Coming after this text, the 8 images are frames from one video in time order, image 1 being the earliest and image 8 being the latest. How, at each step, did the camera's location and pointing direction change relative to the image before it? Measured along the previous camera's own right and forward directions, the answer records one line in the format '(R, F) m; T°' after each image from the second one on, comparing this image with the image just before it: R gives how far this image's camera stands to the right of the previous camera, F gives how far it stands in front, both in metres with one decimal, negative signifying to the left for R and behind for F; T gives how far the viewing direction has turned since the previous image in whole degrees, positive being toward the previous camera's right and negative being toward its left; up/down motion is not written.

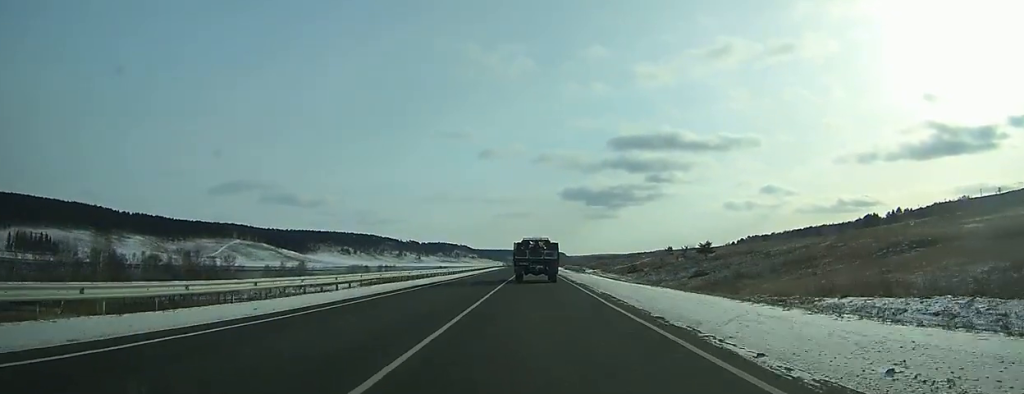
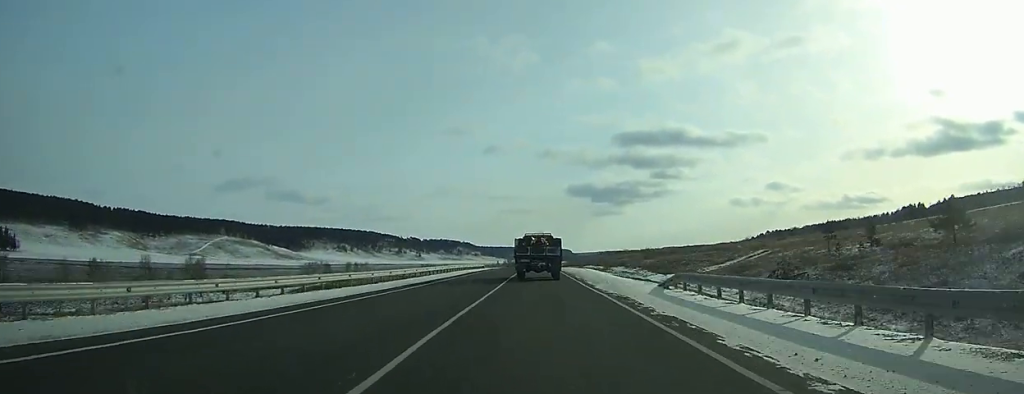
(-0.2, +70.2) m; 0°
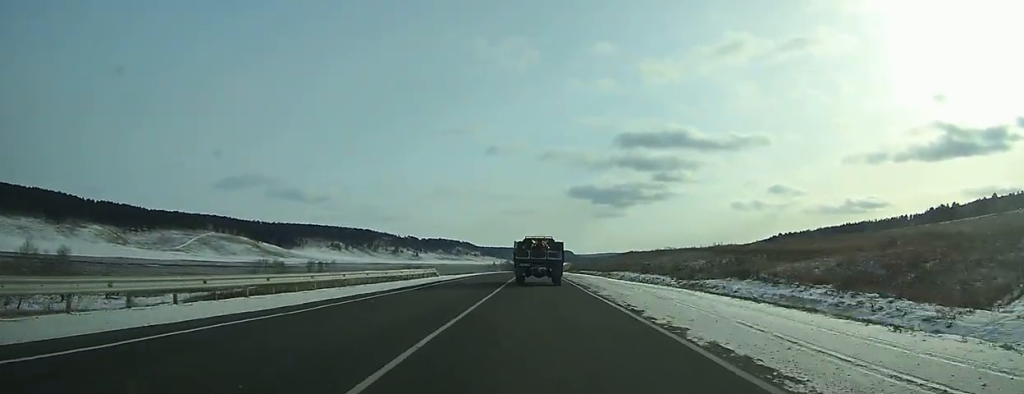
(0.0, +48.9) m; 0°
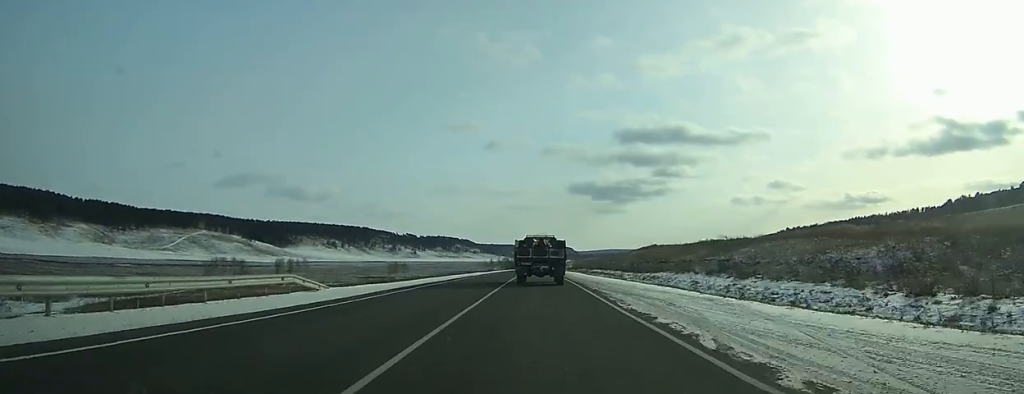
(+0.1, +29.5) m; 0°
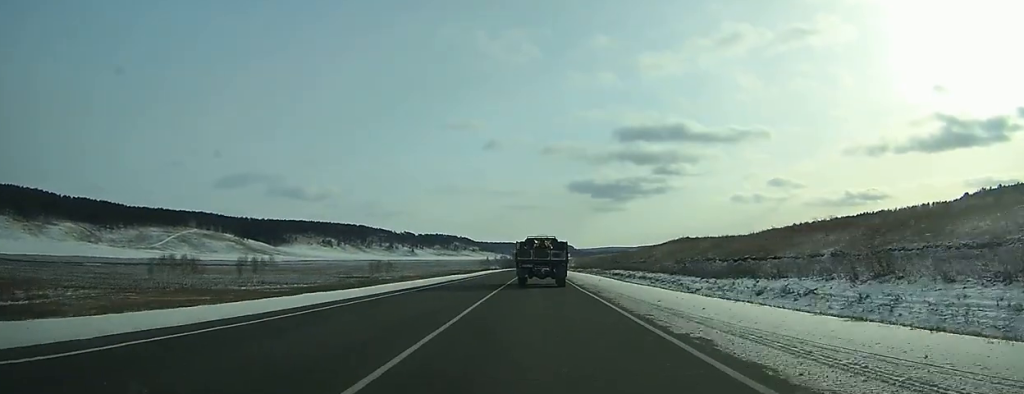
(0.0, +26.5) m; 0°
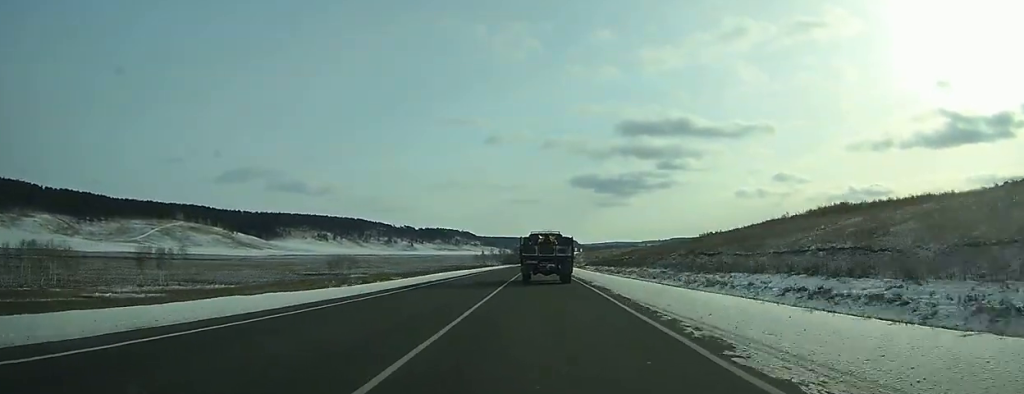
(0.0, +50.2) m; 0°
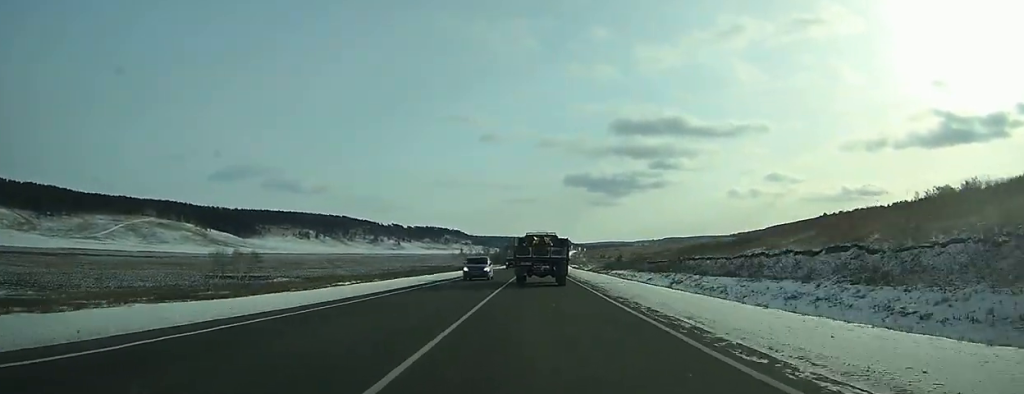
(-0.3, +62.9) m; 0°
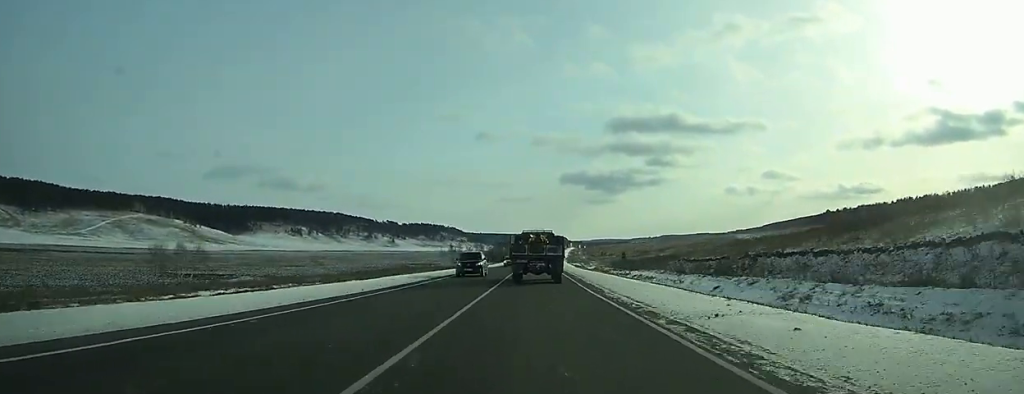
(0.0, +20.3) m; 0°
